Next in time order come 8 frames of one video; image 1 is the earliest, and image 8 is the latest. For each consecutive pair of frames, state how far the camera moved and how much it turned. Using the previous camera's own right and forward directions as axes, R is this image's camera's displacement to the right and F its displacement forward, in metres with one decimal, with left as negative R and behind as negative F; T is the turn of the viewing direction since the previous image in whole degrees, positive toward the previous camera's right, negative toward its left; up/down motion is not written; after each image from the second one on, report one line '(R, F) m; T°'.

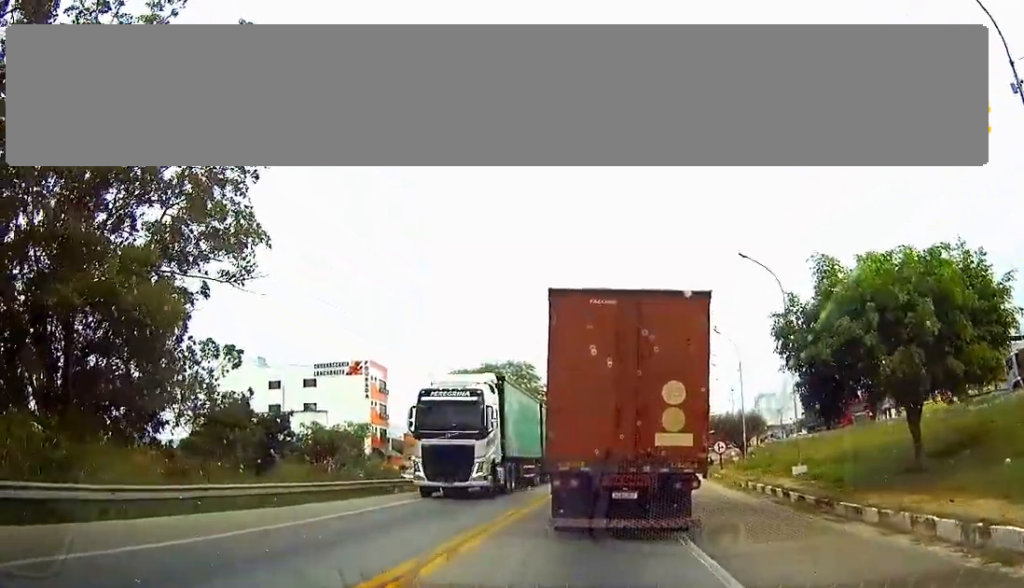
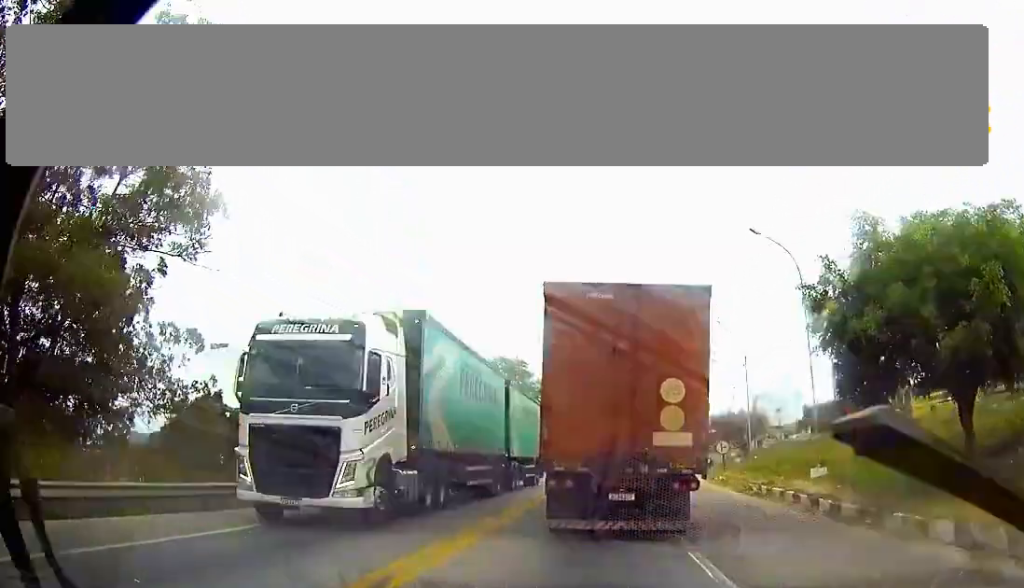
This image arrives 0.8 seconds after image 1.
(+0.1, +3.6) m; +1°
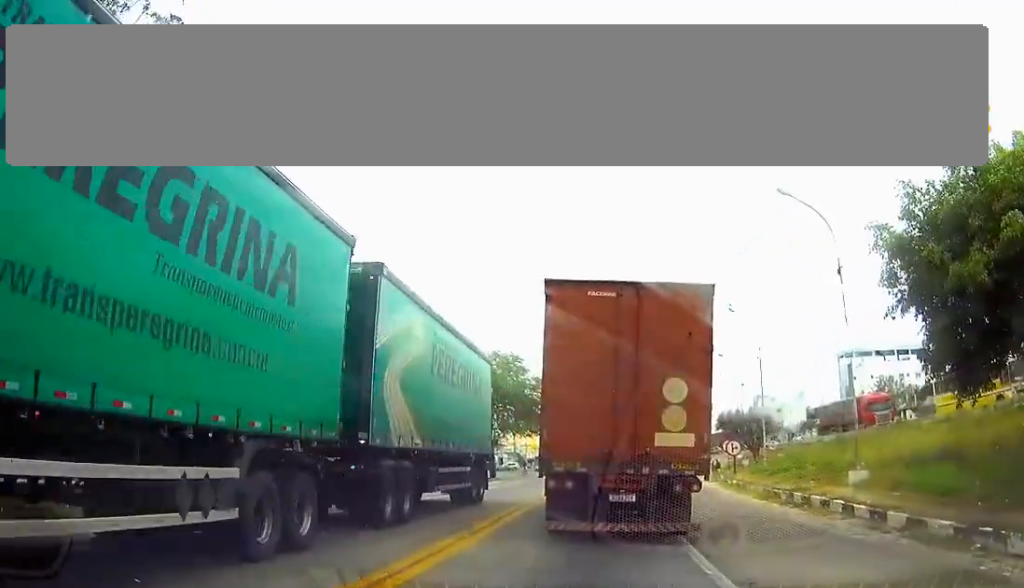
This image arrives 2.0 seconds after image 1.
(0.0, +4.9) m; 0°
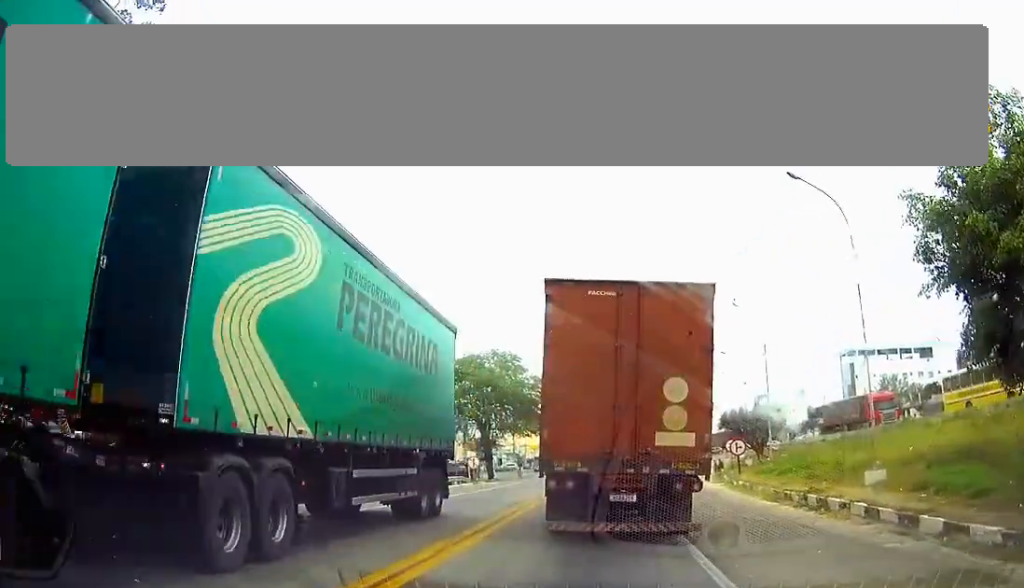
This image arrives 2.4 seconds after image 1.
(0.0, +1.6) m; 0°
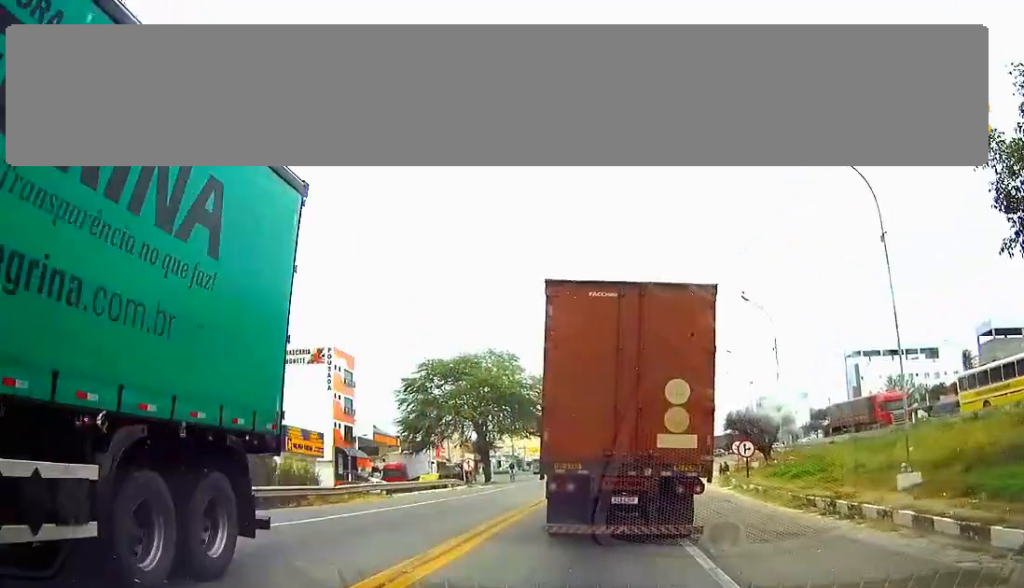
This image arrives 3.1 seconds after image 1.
(0.0, +2.8) m; 0°
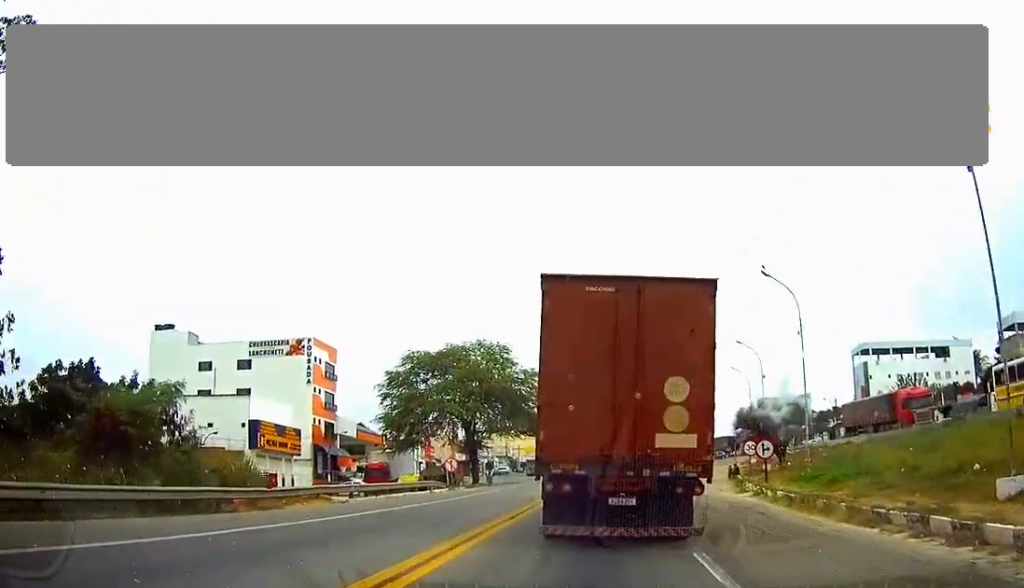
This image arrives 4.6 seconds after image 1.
(0.0, +5.9) m; 0°
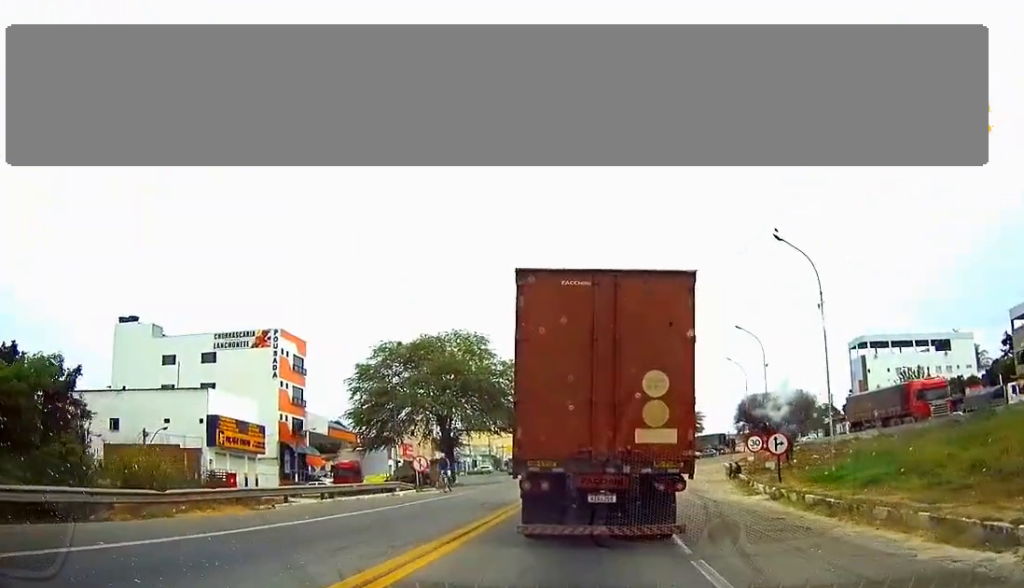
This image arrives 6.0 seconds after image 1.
(0.0, +5.7) m; 0°
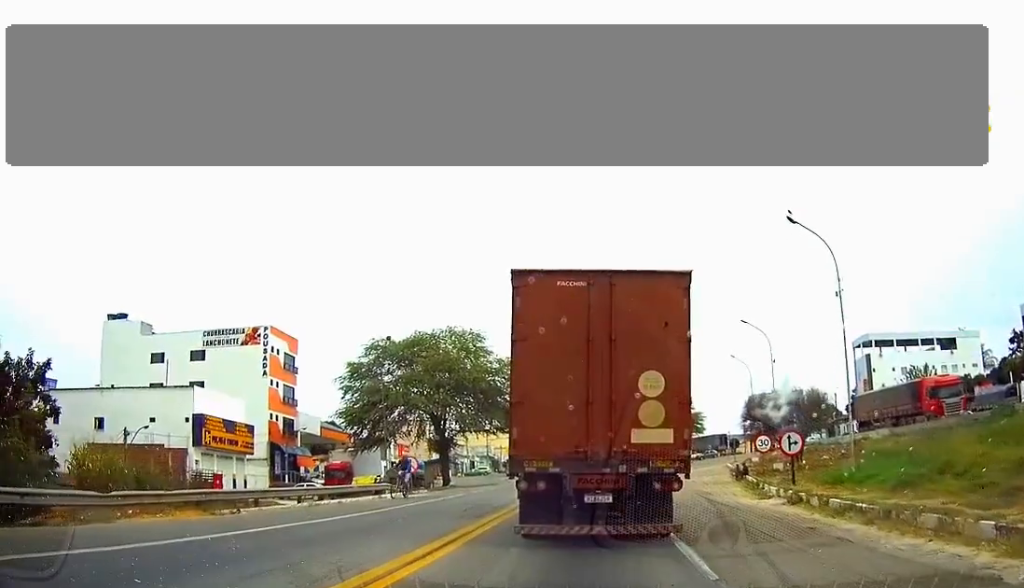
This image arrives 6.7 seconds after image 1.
(0.0, +2.5) m; 0°
